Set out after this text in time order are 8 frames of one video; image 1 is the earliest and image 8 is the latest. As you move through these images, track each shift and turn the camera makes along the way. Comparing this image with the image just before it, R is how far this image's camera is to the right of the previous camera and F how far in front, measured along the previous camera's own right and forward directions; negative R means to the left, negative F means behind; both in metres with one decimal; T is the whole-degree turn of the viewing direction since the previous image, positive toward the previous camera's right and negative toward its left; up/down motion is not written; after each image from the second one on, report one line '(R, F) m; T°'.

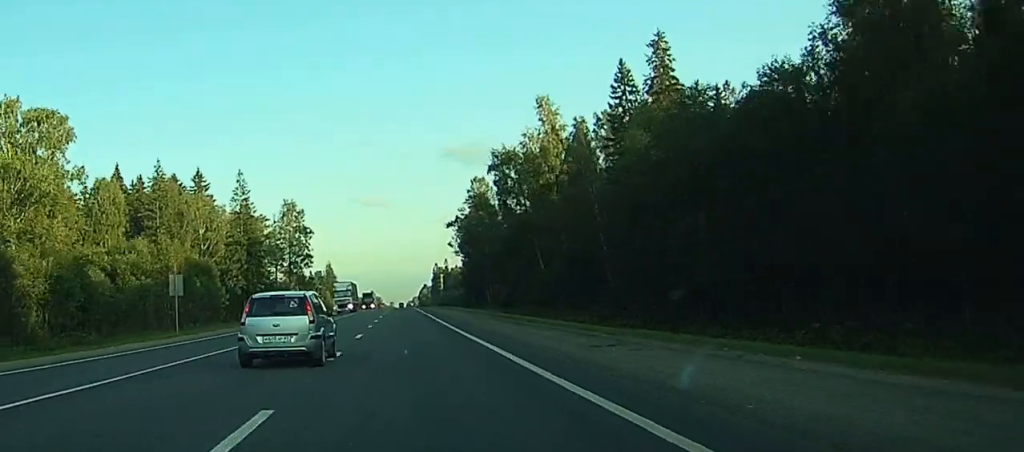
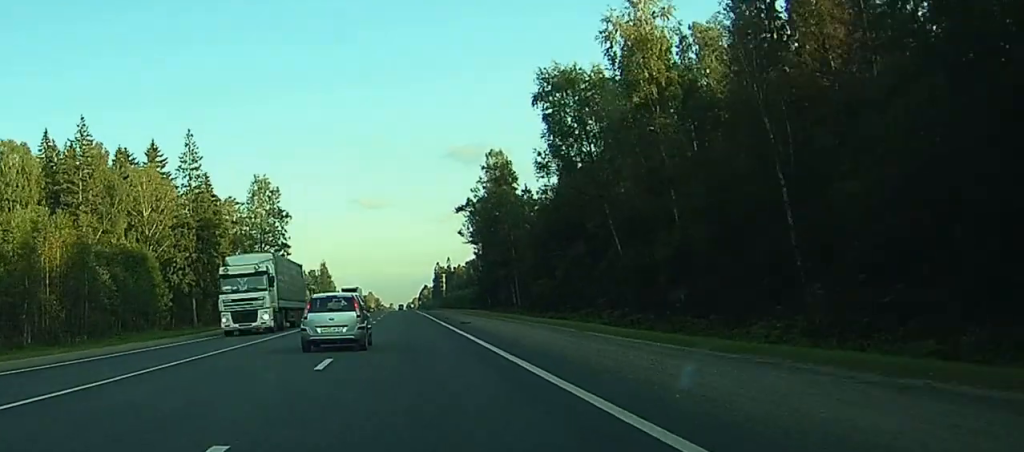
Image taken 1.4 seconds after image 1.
(0.0, +43.0) m; 0°
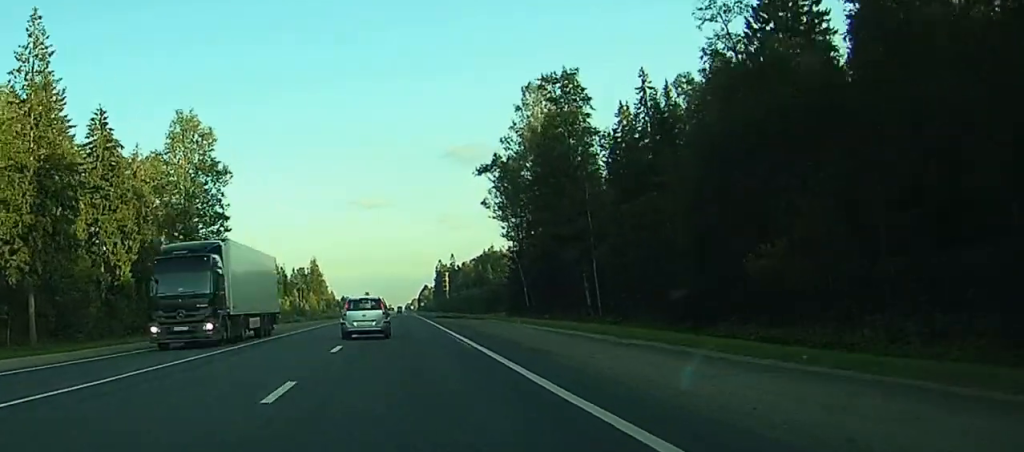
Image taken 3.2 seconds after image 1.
(-0.1, +59.2) m; 0°
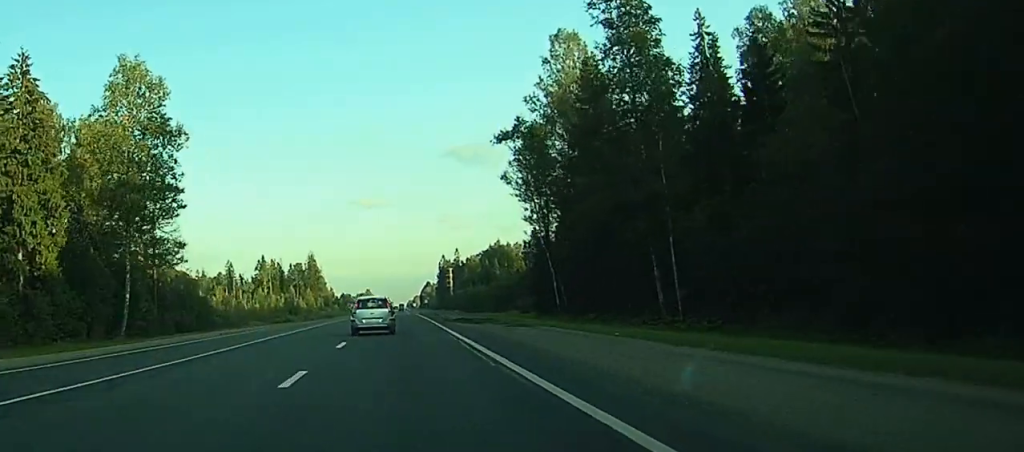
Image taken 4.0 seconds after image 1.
(0.0, +23.1) m; 0°
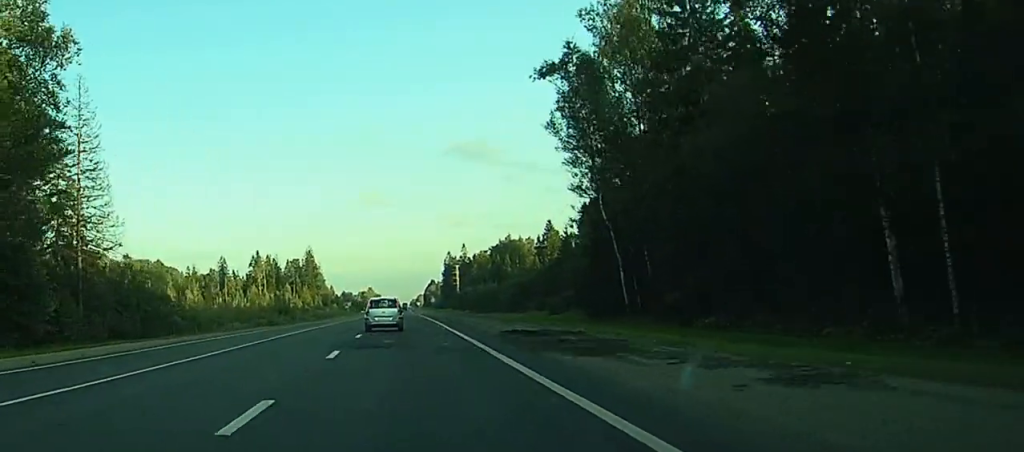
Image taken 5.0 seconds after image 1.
(0.0, +29.6) m; 0°
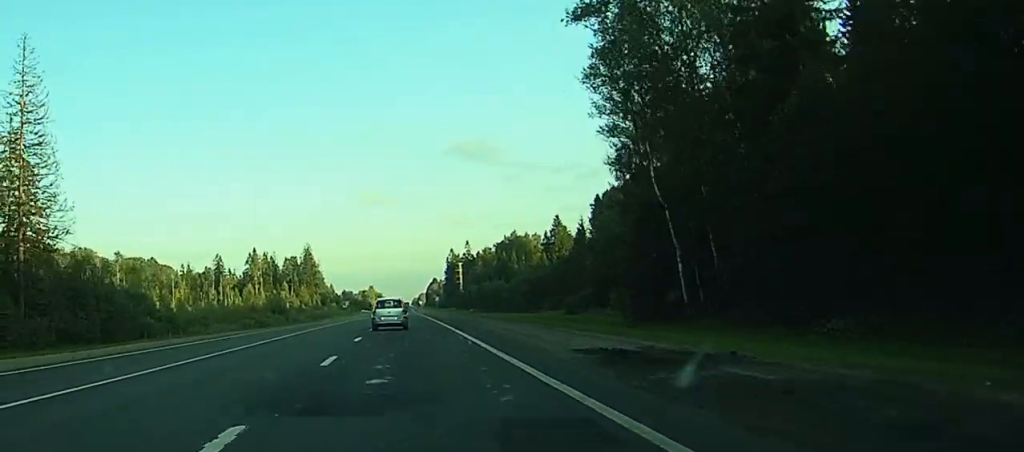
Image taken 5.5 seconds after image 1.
(0.0, +14.6) m; 0°
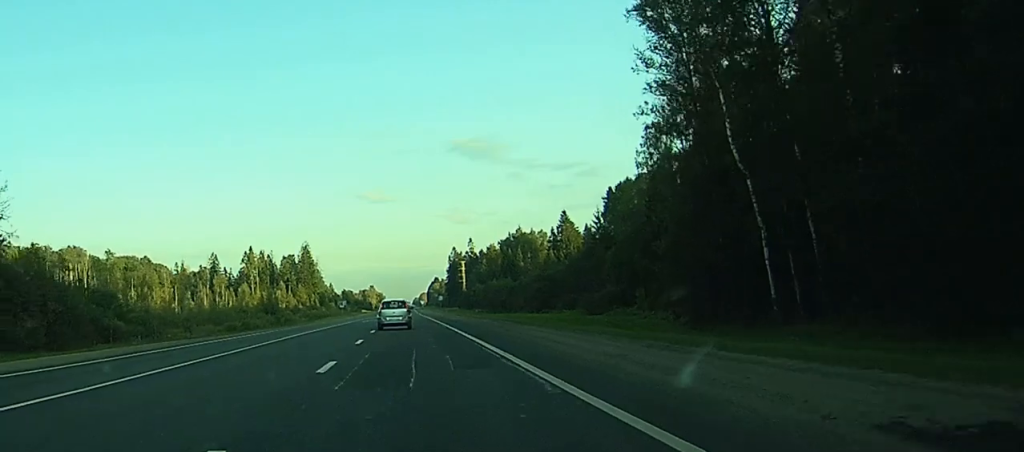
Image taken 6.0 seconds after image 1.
(0.0, +13.5) m; 0°
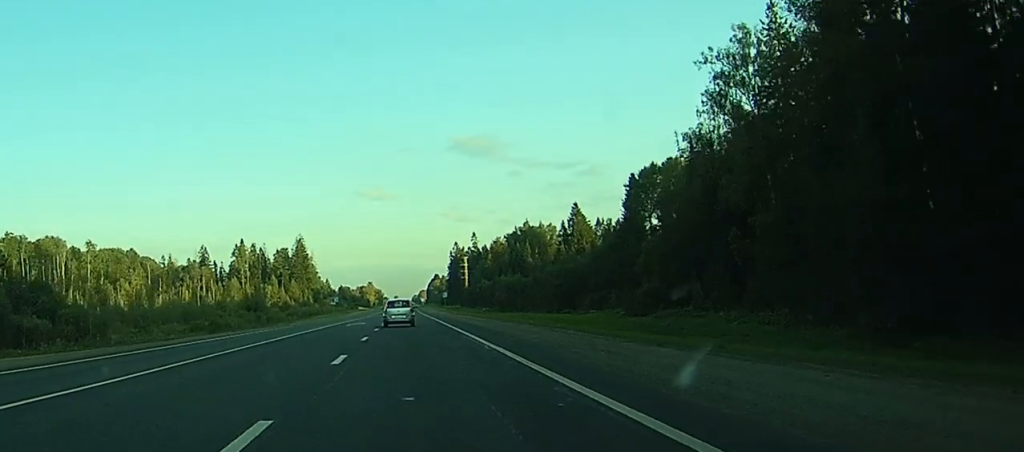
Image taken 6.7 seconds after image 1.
(0.0, +22.1) m; 0°
